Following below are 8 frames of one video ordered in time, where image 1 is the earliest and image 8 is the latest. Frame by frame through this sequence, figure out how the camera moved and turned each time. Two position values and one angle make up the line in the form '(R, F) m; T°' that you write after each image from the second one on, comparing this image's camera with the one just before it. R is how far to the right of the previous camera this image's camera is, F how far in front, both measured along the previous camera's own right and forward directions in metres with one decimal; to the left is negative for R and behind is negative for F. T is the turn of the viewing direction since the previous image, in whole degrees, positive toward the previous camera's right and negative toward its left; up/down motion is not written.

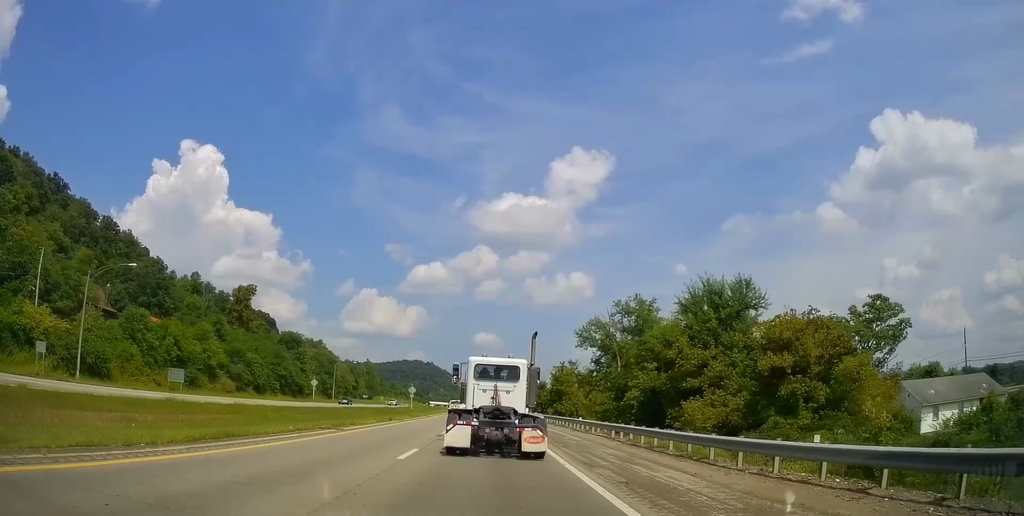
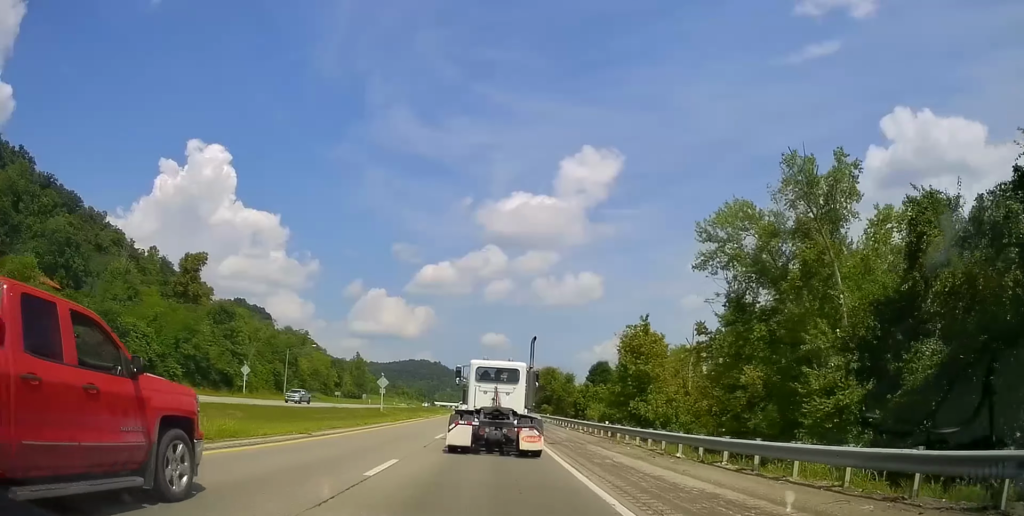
(0.0, +41.0) m; 0°
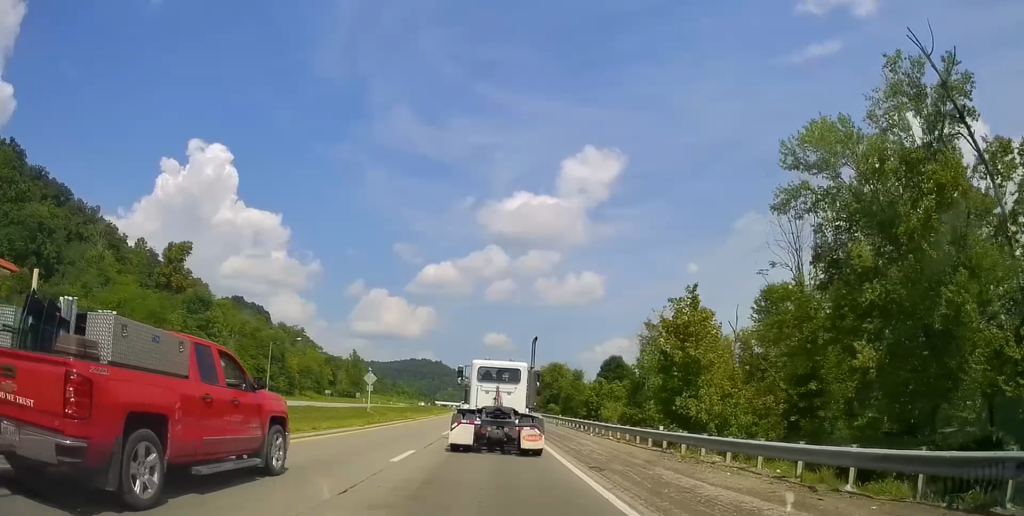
(0.0, +9.5) m; 0°
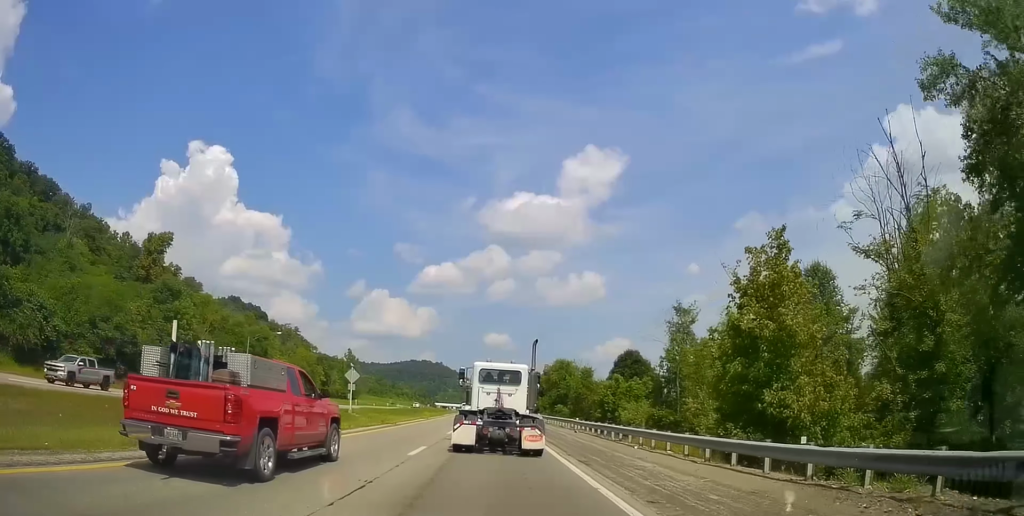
(0.0, +9.9) m; 0°
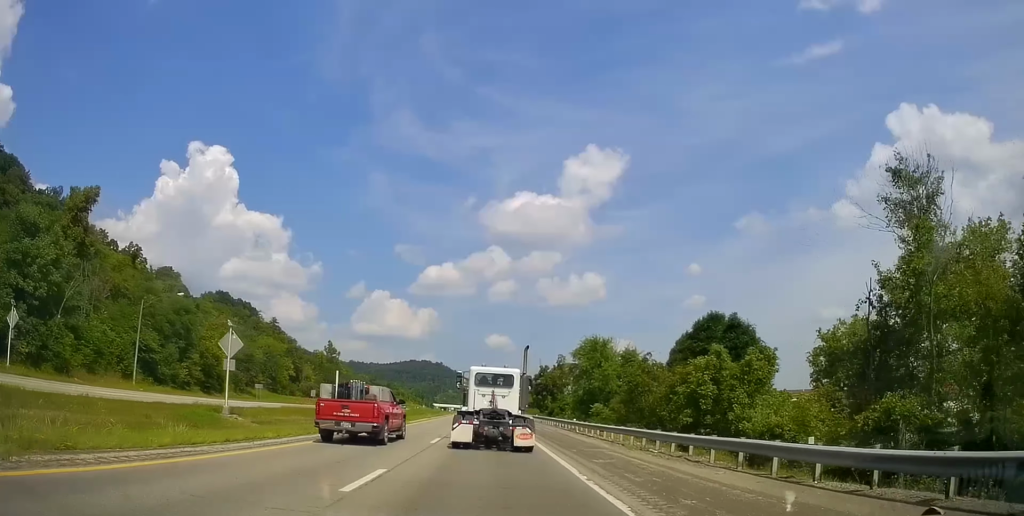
(0.0, +30.5) m; 0°
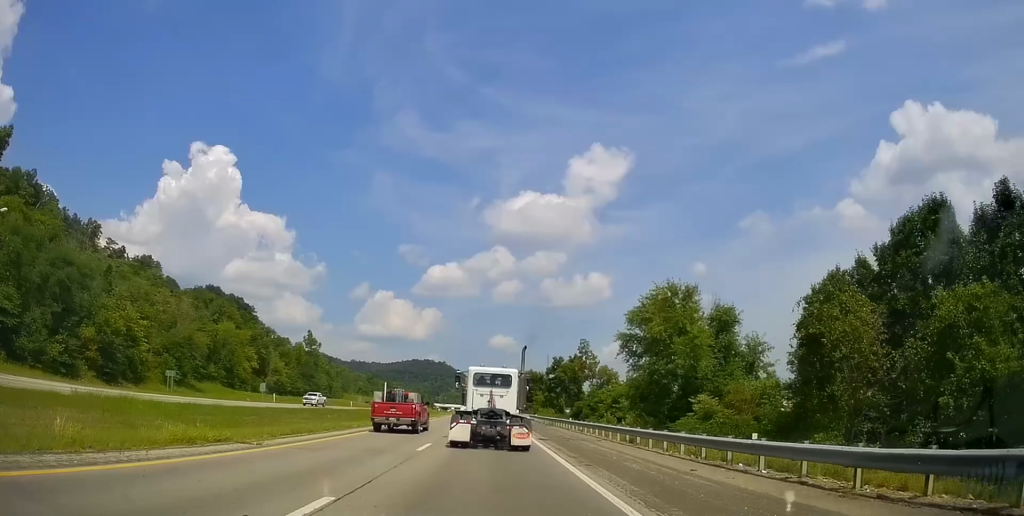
(-0.2, +27.9) m; -1°
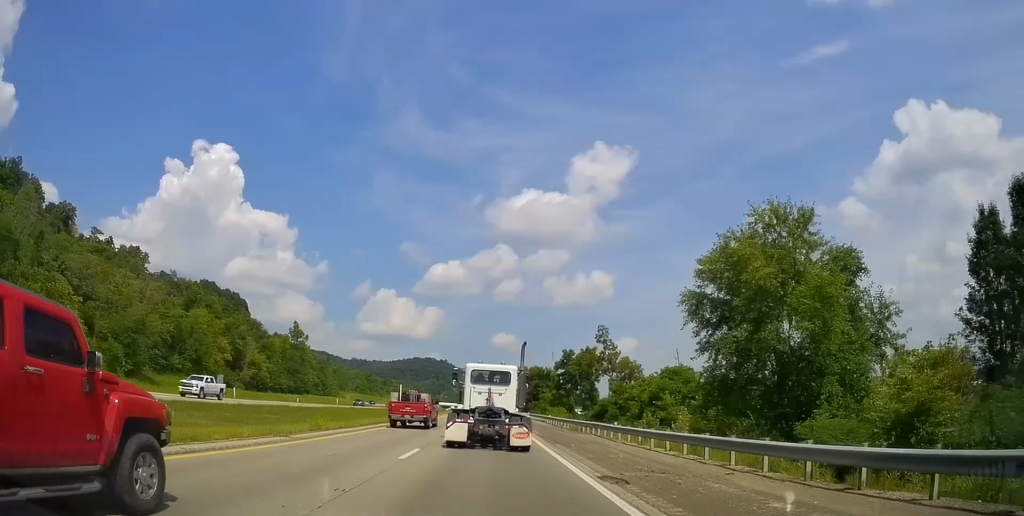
(-0.1, +15.2) m; -1°
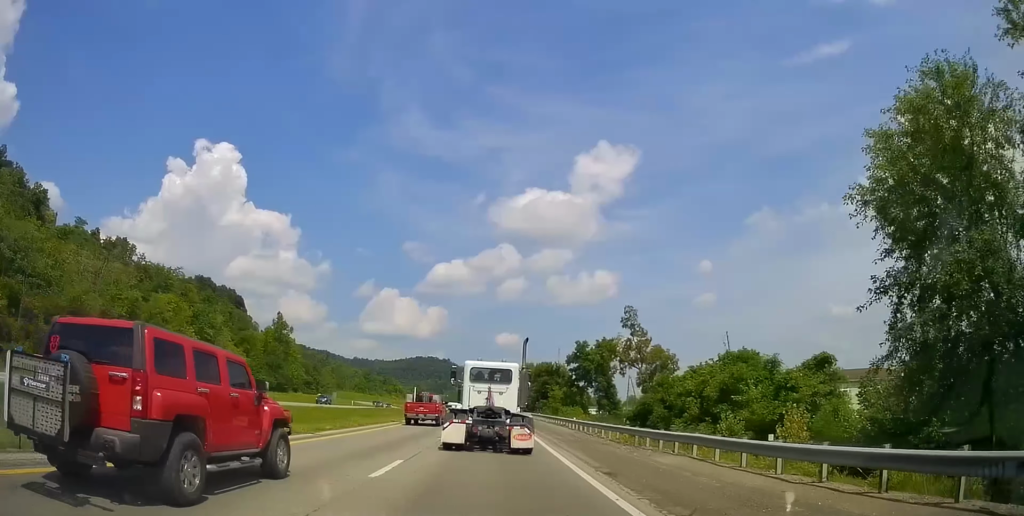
(-0.3, +15.7) m; 0°
